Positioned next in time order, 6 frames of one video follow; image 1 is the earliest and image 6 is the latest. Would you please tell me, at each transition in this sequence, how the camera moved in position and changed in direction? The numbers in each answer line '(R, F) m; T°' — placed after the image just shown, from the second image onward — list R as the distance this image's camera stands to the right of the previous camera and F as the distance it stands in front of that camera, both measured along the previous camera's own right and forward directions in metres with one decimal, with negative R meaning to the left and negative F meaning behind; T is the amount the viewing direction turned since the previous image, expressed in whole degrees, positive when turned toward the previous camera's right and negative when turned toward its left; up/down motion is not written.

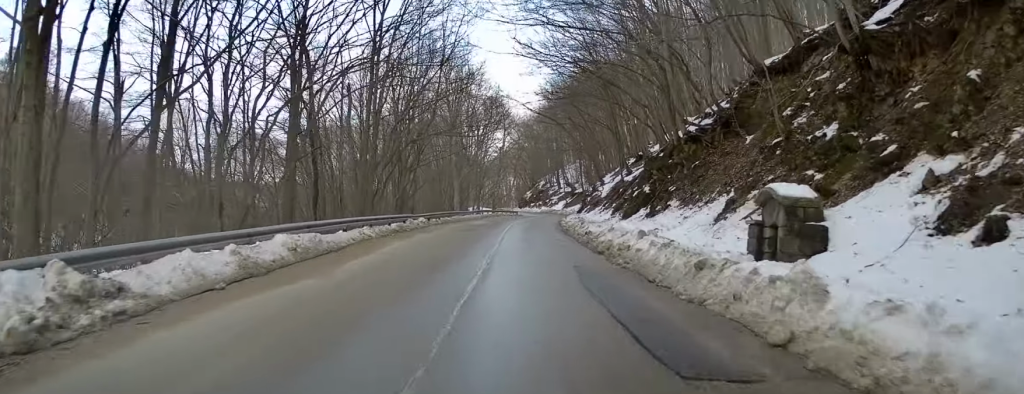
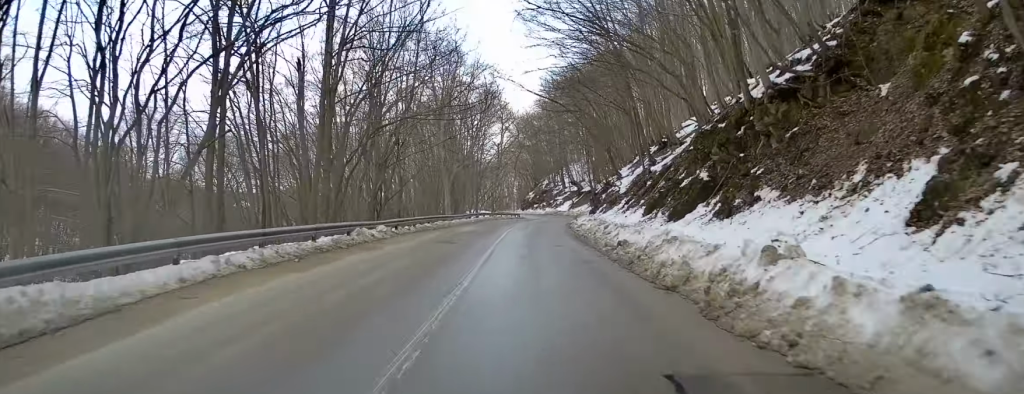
(-0.3, +10.0) m; -4°
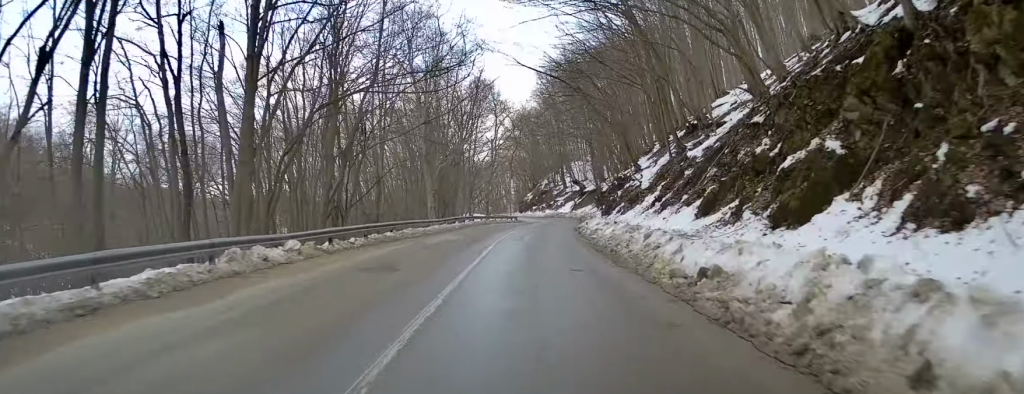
(-0.3, +9.1) m; -1°
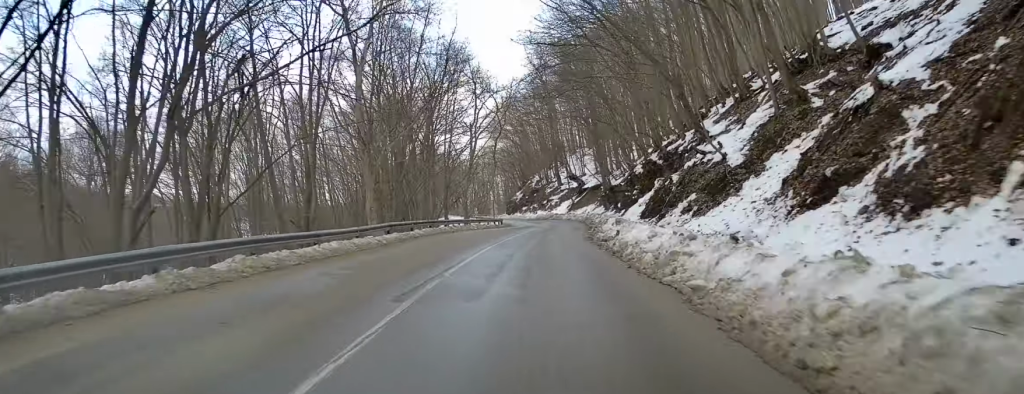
(+0.6, +16.1) m; +3°
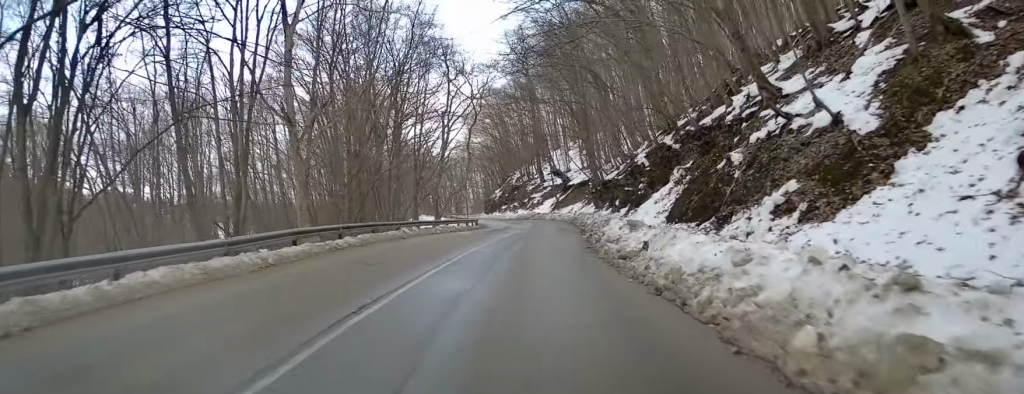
(+0.1, +7.9) m; 0°
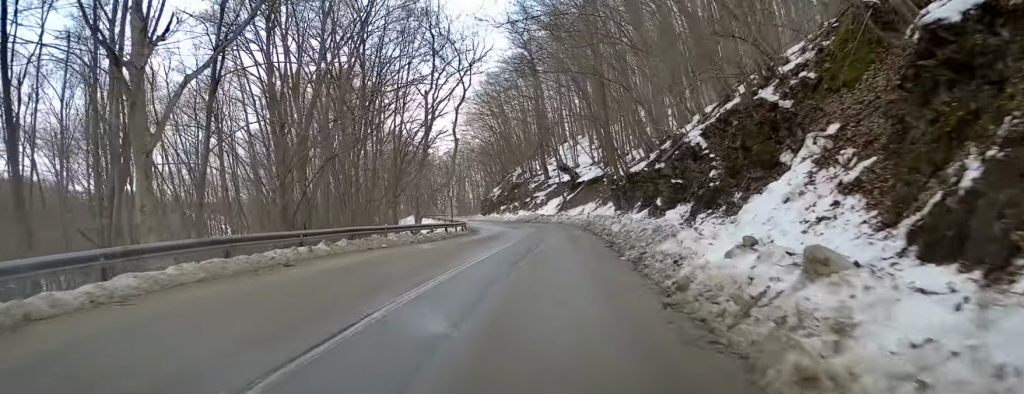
(-0.1, +11.8) m; 0°
